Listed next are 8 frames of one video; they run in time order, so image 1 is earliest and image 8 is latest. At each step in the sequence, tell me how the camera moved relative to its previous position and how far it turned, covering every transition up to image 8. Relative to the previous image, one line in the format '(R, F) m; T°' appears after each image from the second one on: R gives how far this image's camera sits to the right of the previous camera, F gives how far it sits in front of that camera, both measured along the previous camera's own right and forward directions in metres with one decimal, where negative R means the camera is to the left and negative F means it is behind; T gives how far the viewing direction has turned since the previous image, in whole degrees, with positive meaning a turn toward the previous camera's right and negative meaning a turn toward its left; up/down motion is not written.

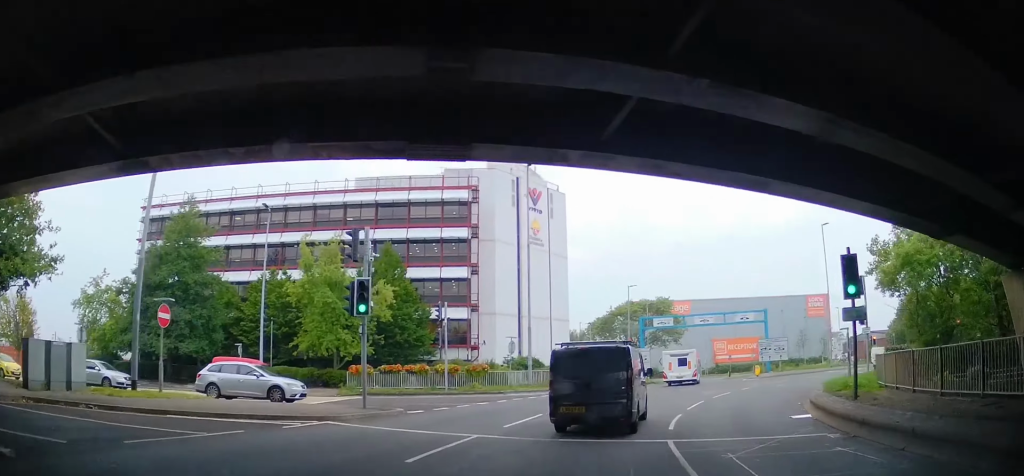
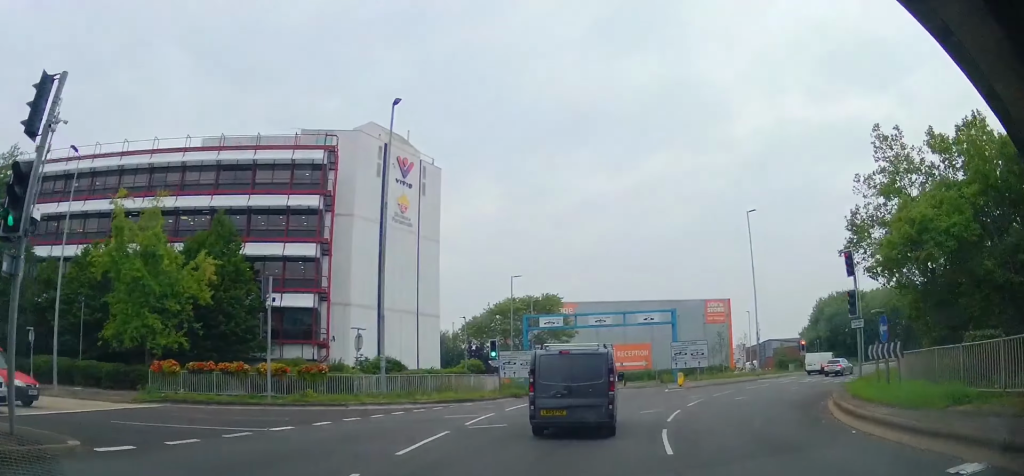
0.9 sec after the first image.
(+1.2, +9.8) m; +19°
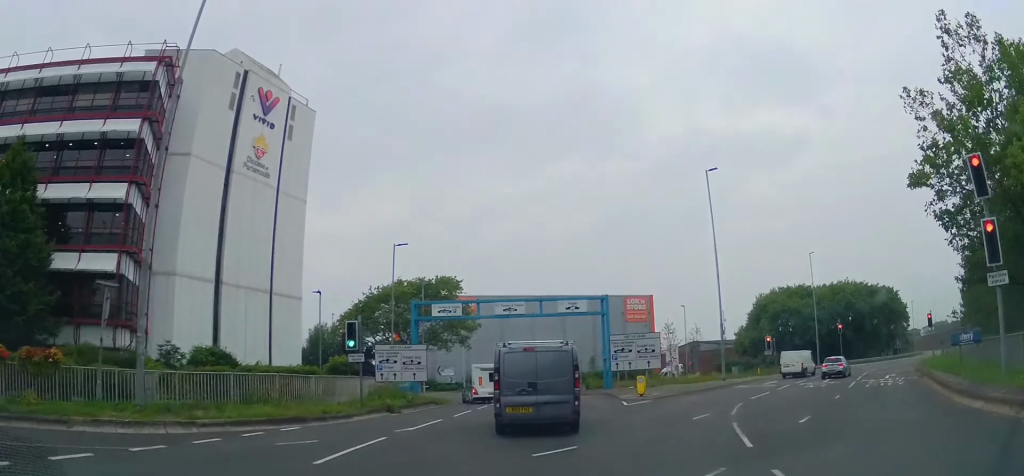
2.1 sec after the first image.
(+3.4, +12.7) m; +17°
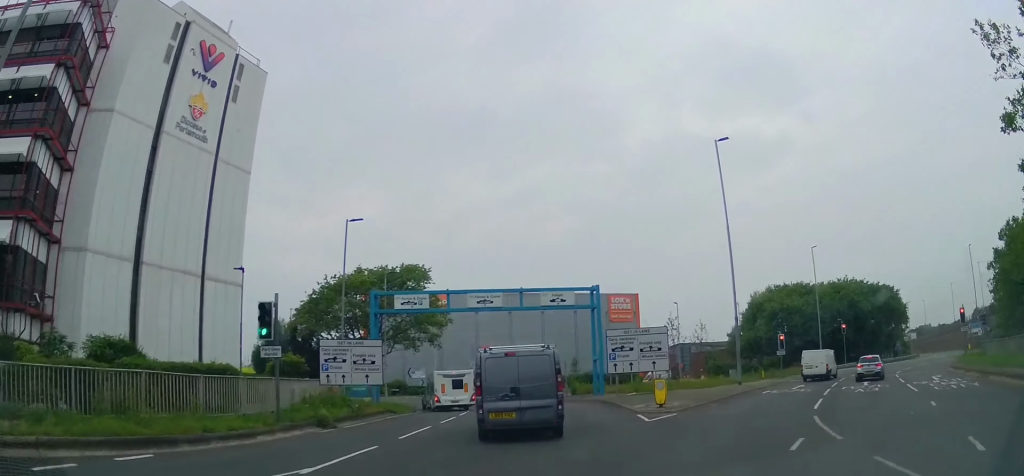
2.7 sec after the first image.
(+0.4, +6.5) m; +1°
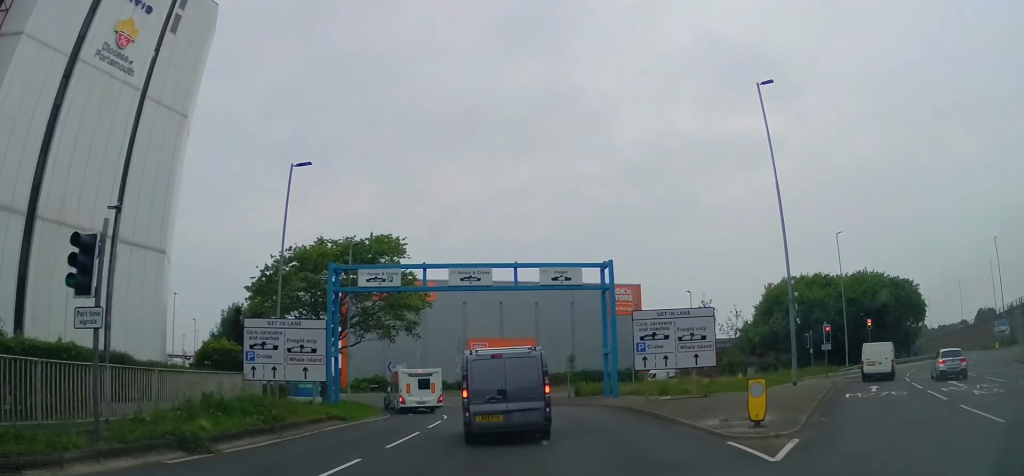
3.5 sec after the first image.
(-0.5, +7.9) m; -2°
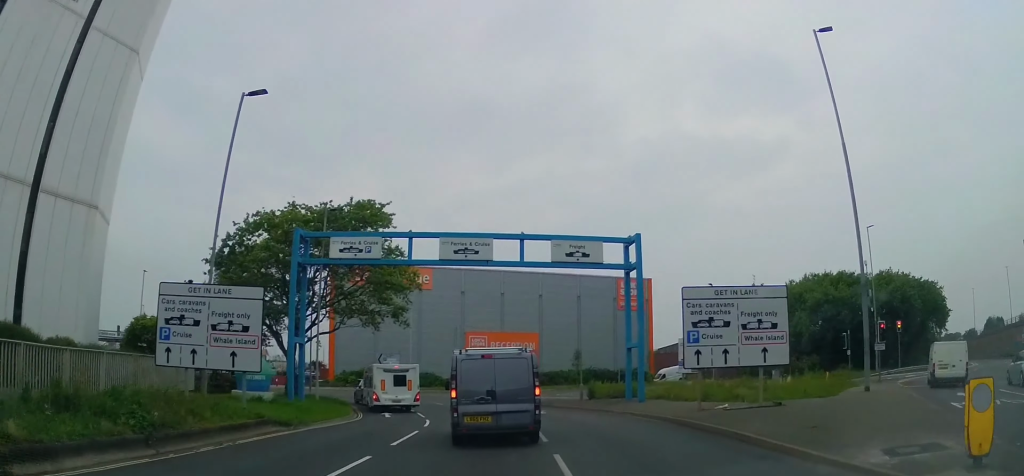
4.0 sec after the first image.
(+0.1, +5.5) m; +2°
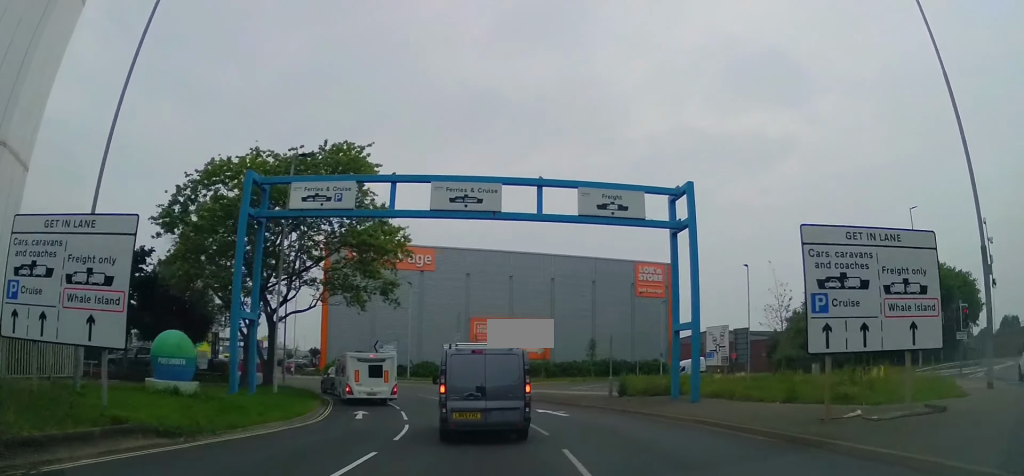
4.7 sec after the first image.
(+0.1, +5.8) m; +3°
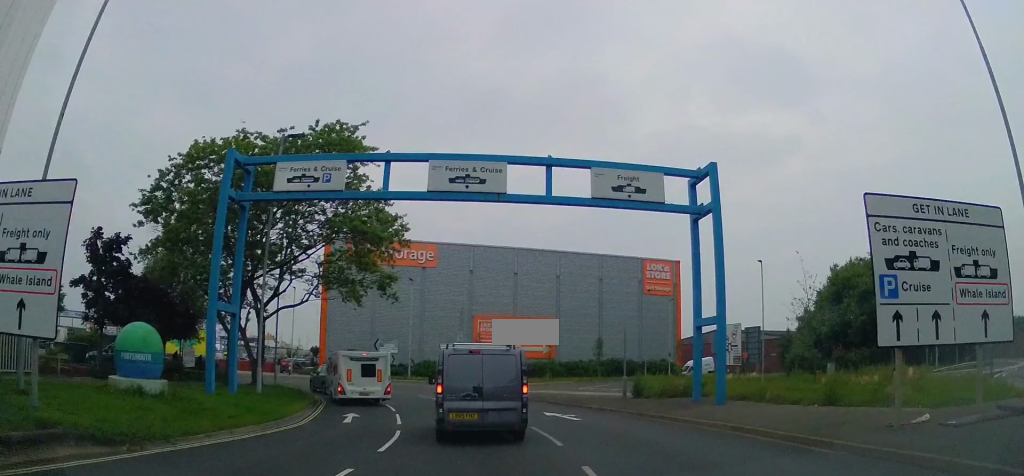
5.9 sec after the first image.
(+0.7, +9.4) m; +7°
